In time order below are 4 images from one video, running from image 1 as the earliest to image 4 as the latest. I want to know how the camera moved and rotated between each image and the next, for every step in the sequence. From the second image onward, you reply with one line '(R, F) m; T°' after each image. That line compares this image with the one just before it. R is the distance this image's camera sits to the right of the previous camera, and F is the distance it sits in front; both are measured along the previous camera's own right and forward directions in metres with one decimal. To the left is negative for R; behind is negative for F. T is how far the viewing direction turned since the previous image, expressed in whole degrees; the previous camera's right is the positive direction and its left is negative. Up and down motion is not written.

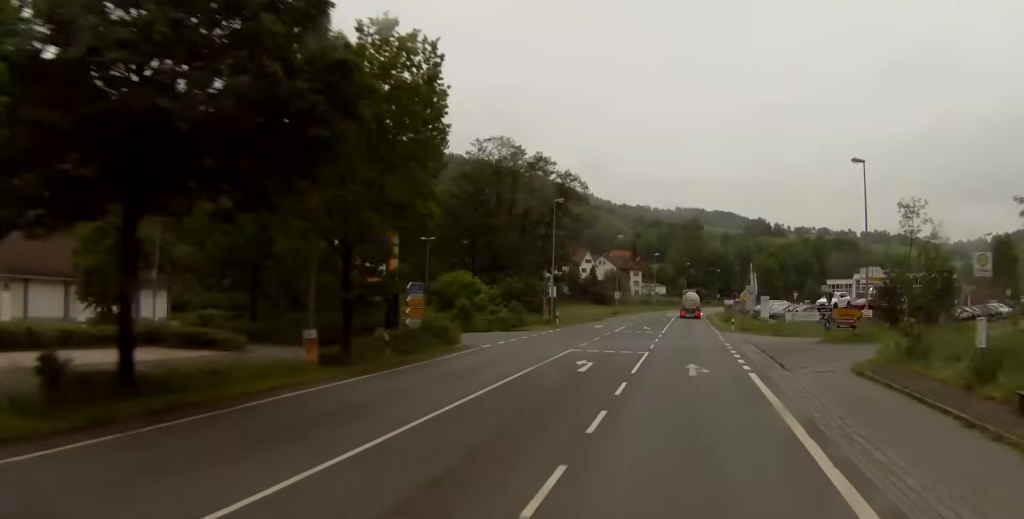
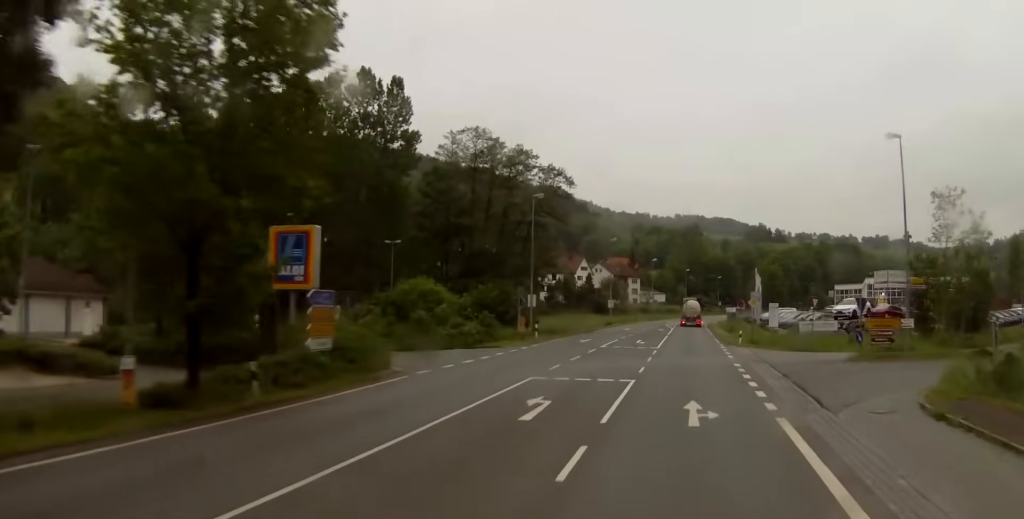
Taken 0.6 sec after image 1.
(+0.1, +9.2) m; 0°
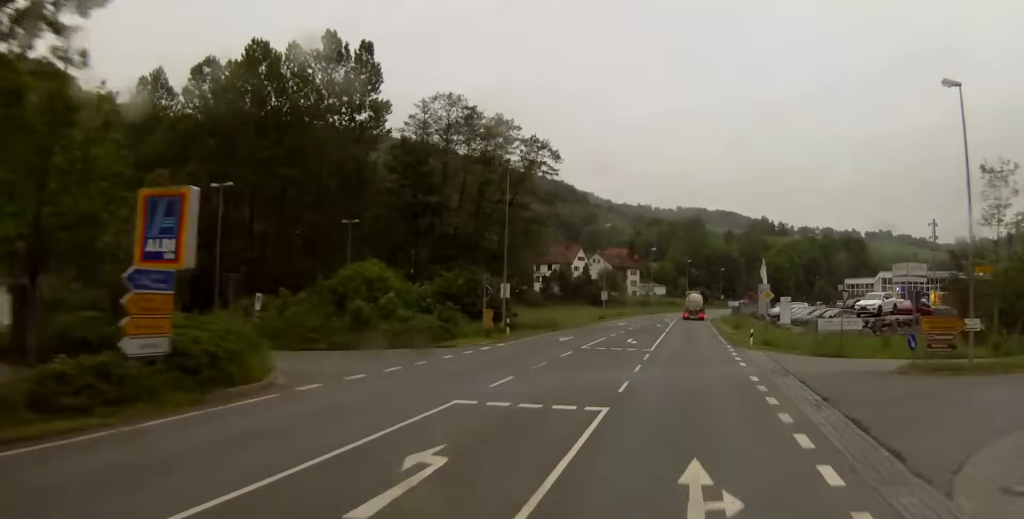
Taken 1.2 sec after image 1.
(0.0, +9.3) m; +1°
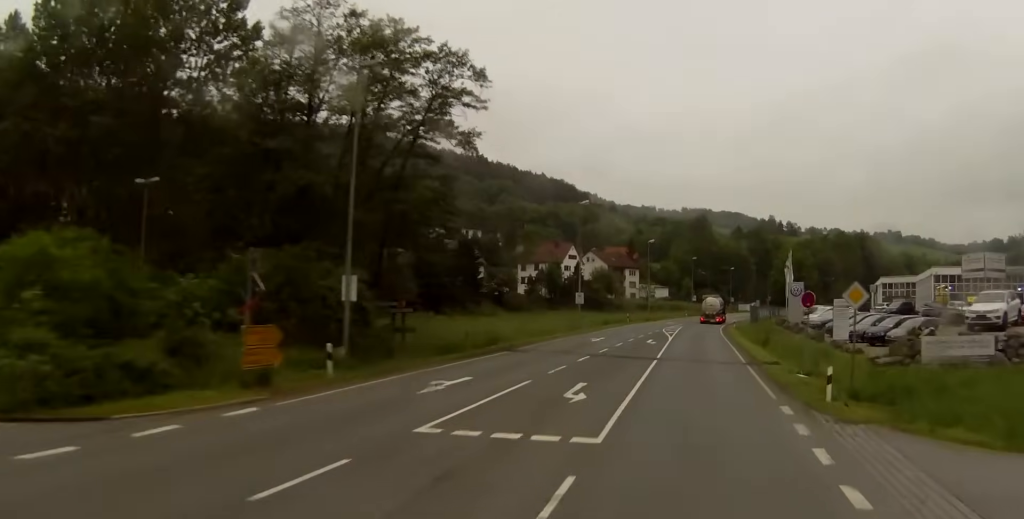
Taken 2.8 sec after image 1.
(+0.4, +25.0) m; 0°
